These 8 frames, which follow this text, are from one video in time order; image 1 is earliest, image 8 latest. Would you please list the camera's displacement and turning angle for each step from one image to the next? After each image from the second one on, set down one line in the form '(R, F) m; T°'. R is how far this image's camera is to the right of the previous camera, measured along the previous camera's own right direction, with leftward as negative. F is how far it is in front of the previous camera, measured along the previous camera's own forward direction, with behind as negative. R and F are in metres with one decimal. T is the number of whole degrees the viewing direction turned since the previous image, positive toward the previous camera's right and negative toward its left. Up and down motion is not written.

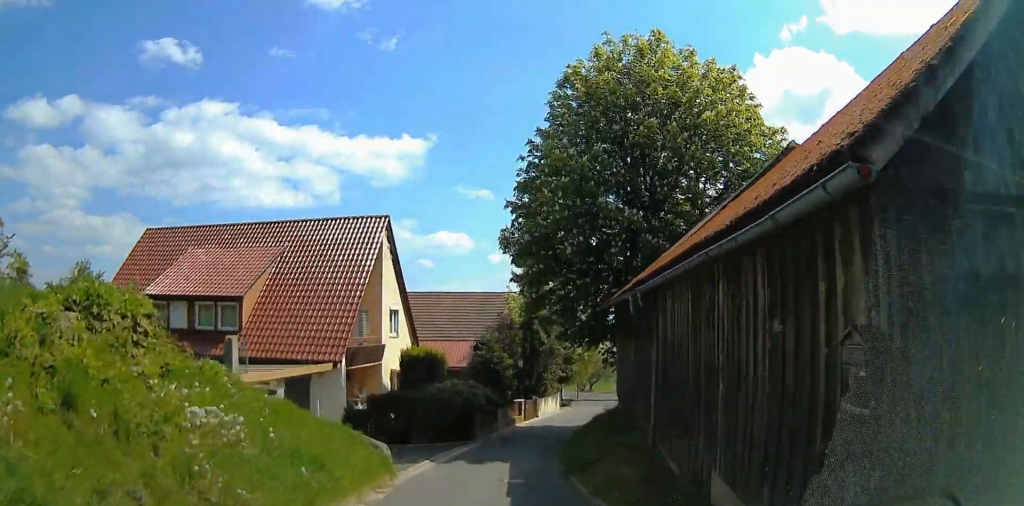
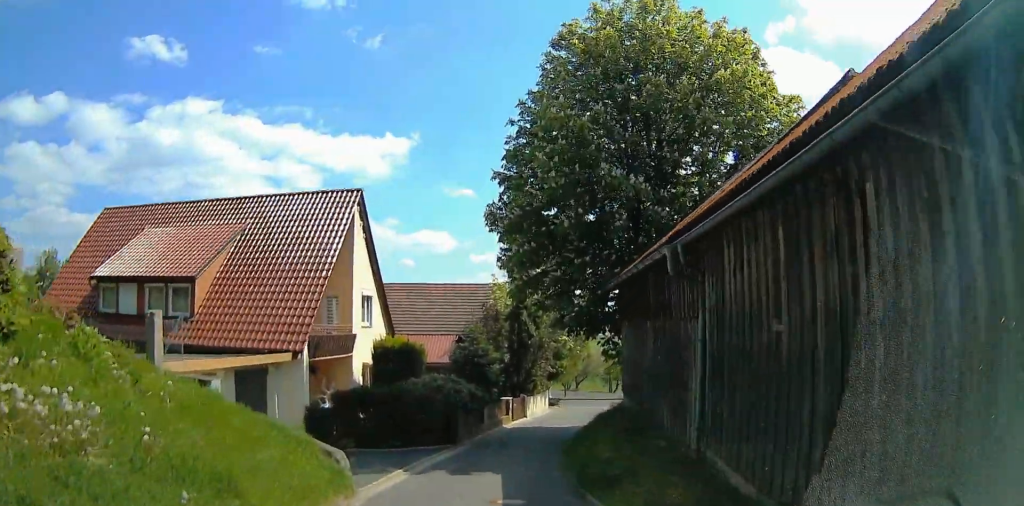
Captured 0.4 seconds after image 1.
(0.0, +3.0) m; -2°
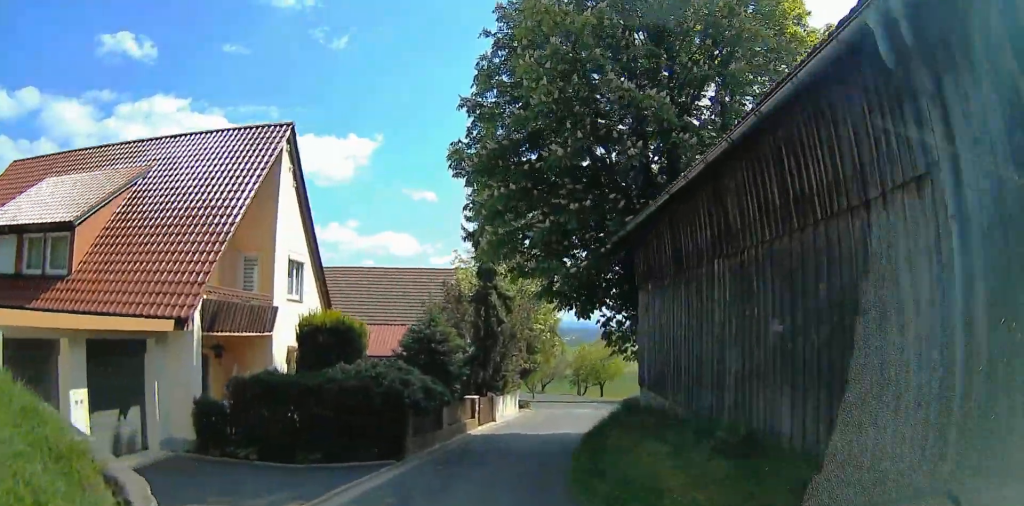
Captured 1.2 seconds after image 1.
(-0.1, +5.3) m; 0°
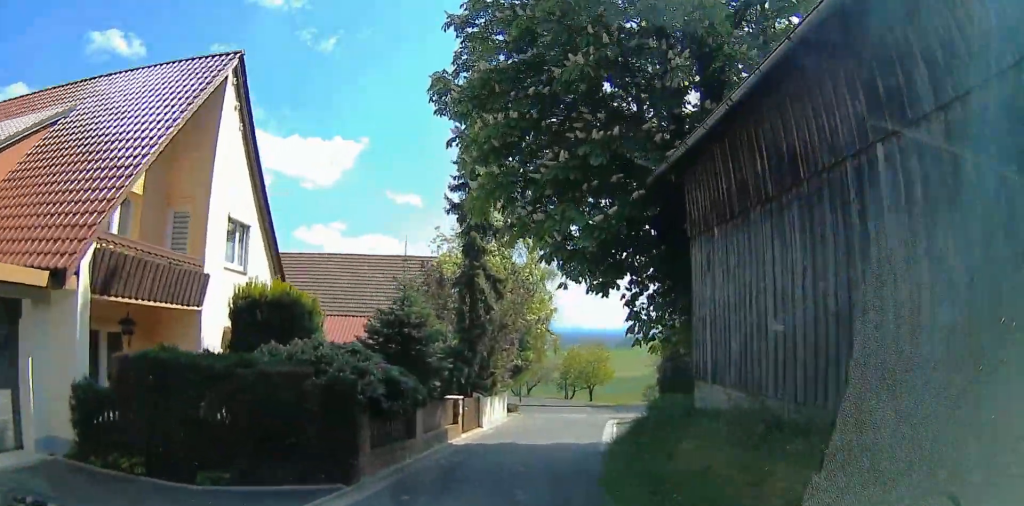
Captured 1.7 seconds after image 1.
(-0.4, +3.8) m; +3°
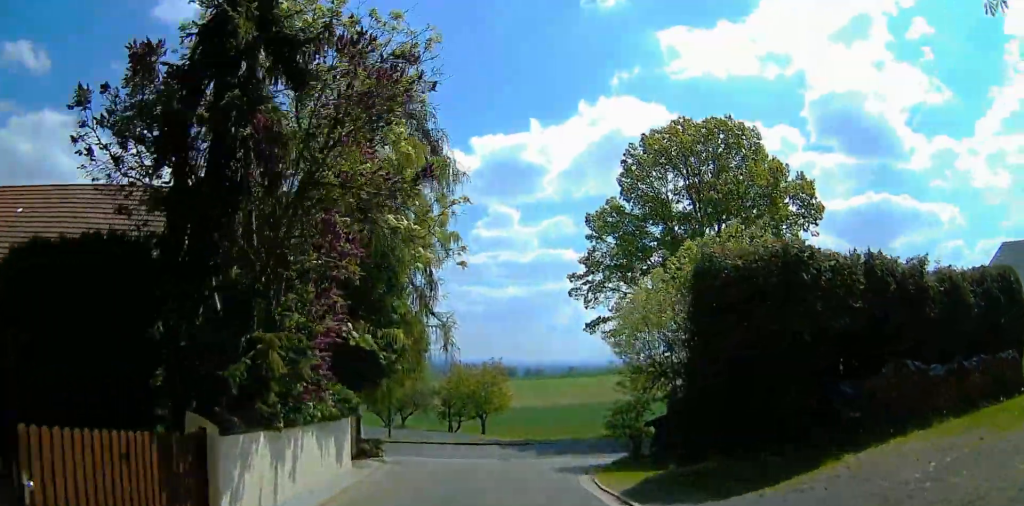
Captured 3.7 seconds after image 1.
(+2.7, +14.2) m; +4°
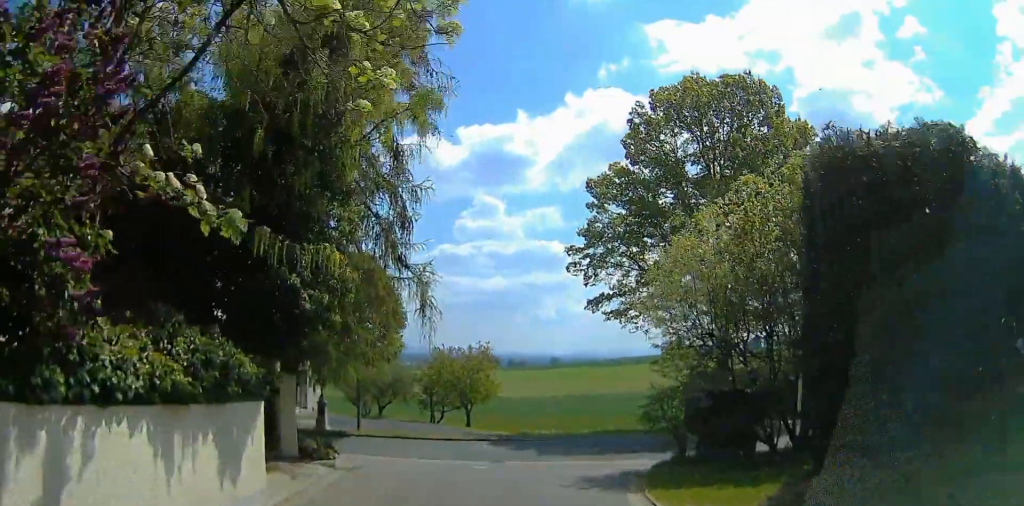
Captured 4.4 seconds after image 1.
(-0.7, +5.3) m; -3°
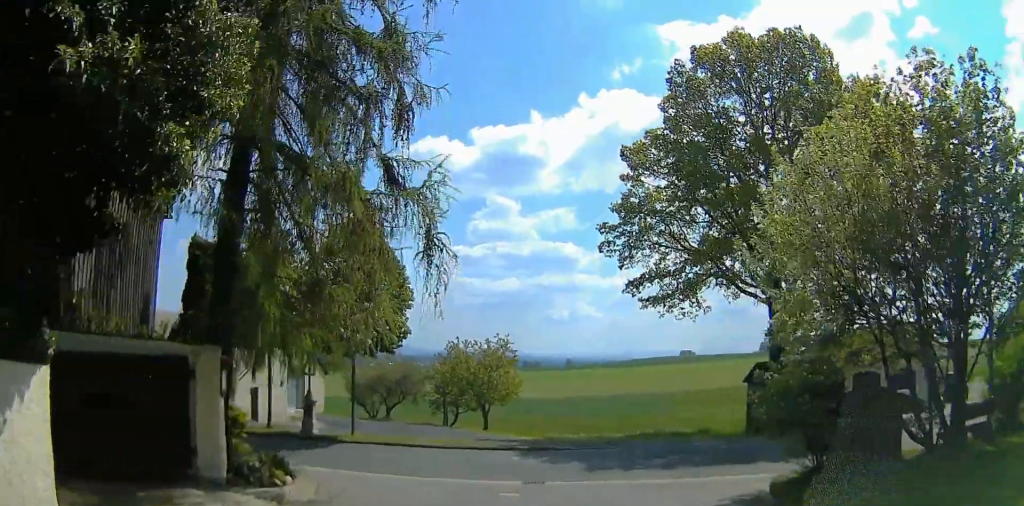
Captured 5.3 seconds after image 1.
(-0.3, +5.6) m; +10°
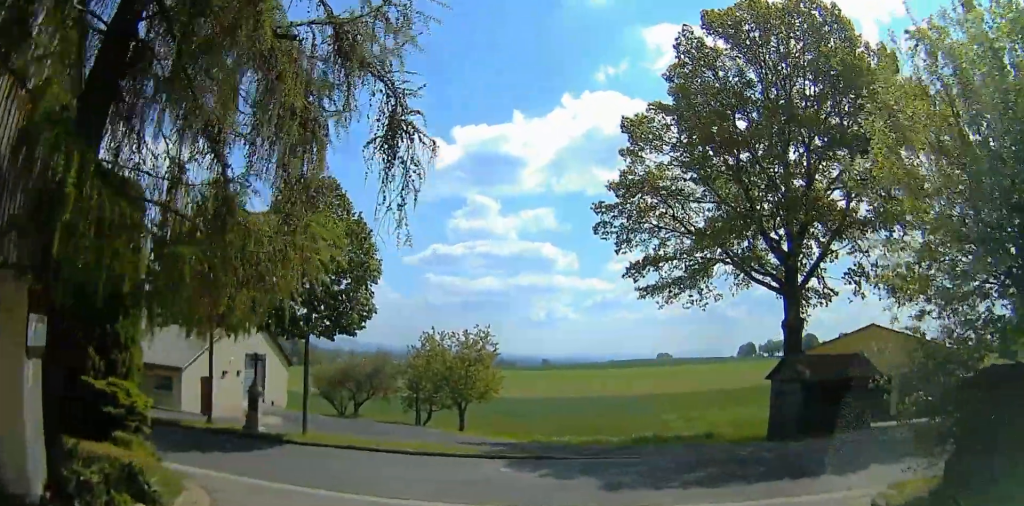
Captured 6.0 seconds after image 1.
(+0.5, +4.3) m; +20°
